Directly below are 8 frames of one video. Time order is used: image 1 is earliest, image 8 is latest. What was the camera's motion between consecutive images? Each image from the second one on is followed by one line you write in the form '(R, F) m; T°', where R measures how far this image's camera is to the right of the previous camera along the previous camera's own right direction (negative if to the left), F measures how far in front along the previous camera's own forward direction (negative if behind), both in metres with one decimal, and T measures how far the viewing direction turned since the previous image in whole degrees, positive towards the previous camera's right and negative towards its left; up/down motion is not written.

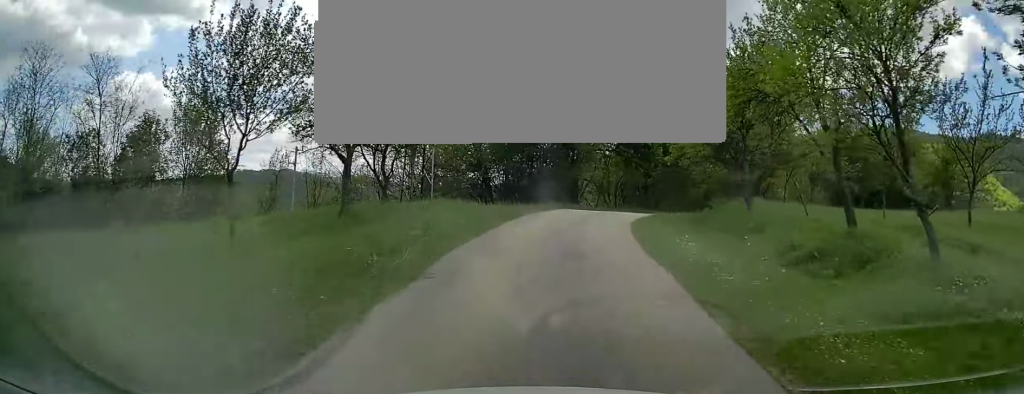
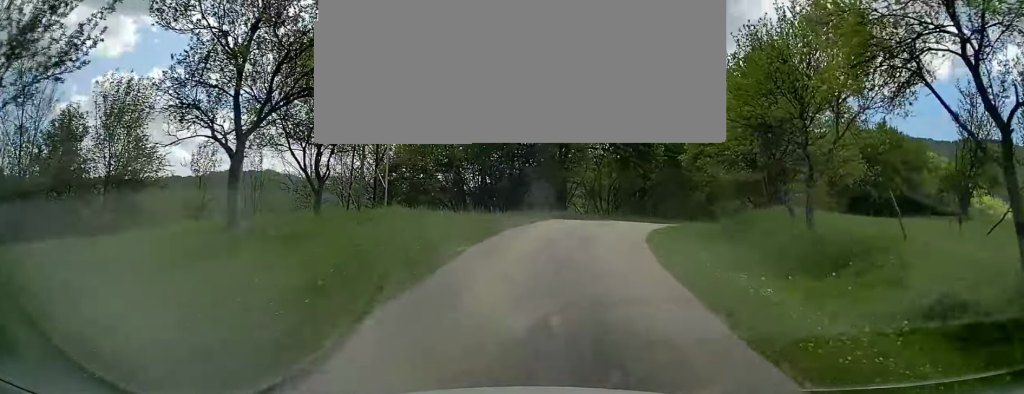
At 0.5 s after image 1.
(+0.2, +5.9) m; +2°
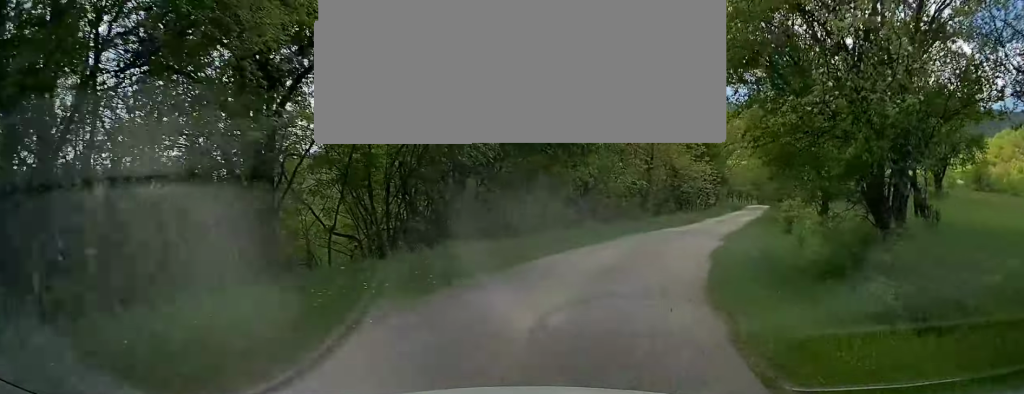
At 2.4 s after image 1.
(+2.6, +23.4) m; +17°
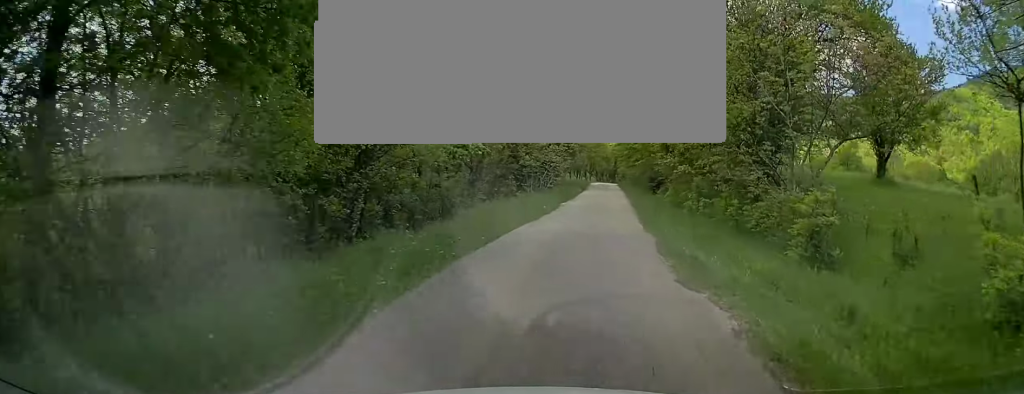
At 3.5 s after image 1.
(+1.5, +12.0) m; +12°
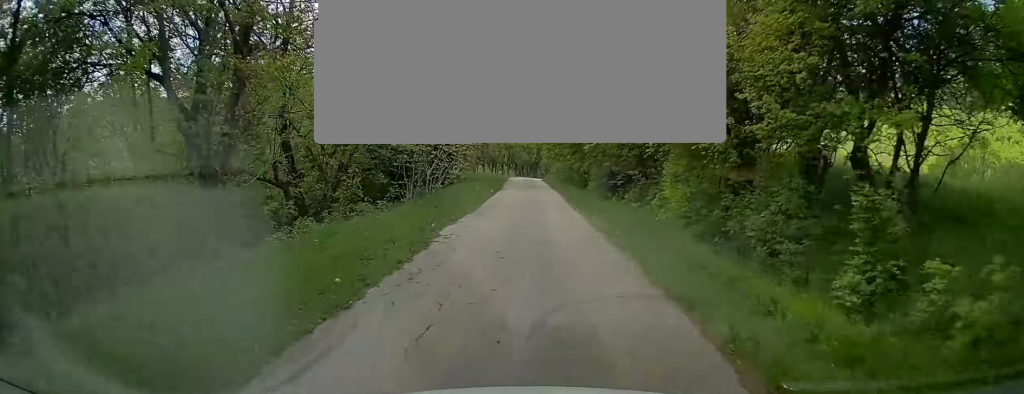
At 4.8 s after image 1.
(+1.6, +16.3) m; +7°
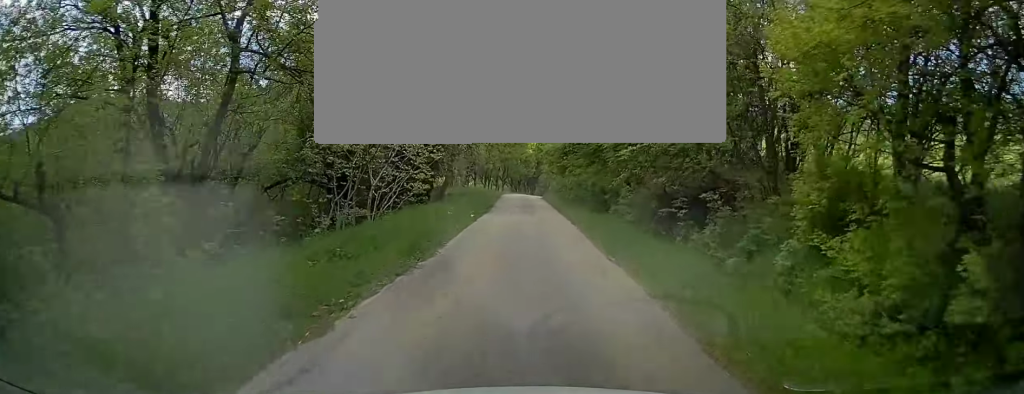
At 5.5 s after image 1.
(+0.1, +9.4) m; +1°
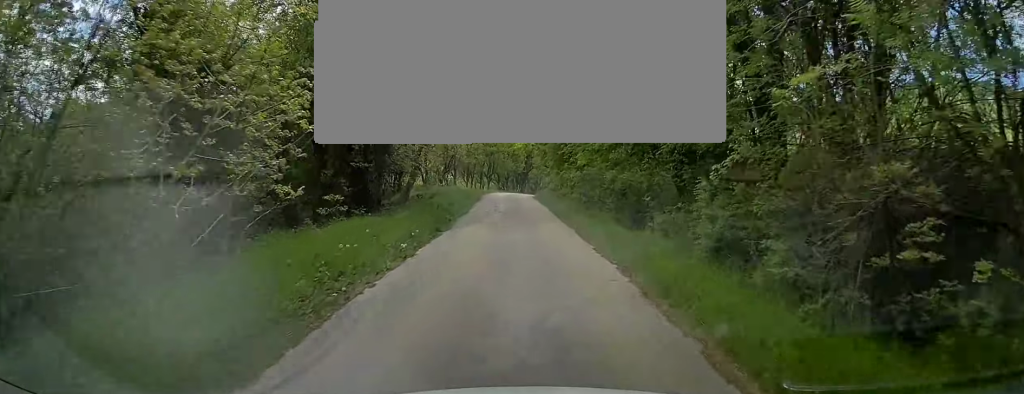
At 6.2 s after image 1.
(0.0, +9.6) m; 0°
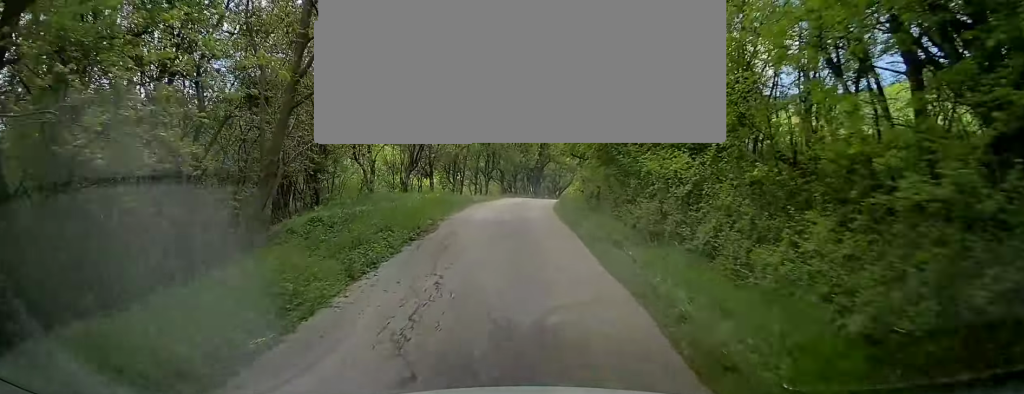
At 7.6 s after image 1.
(-0.2, +20.7) m; 0°
